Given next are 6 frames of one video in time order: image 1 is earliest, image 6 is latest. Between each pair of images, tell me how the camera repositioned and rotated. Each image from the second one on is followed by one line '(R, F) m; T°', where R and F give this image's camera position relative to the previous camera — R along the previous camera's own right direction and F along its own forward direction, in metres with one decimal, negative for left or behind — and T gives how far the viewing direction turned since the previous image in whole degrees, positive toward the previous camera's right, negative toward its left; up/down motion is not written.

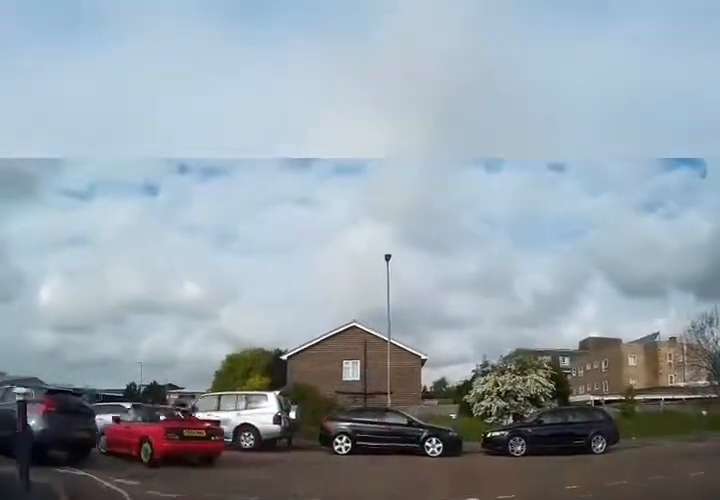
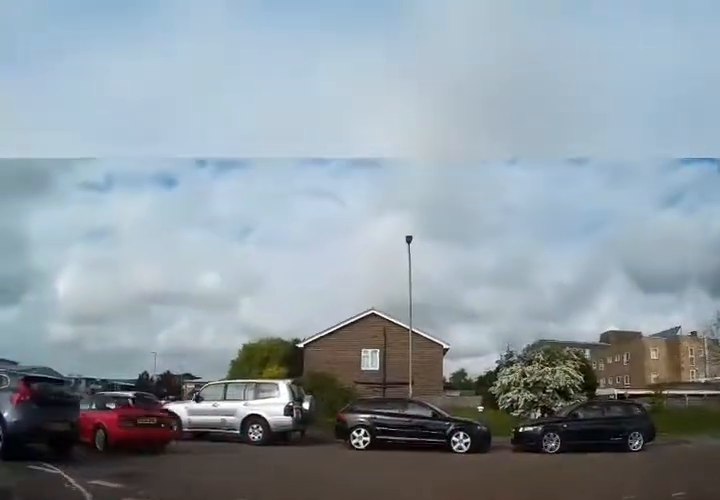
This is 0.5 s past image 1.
(-0.1, +1.2) m; -4°
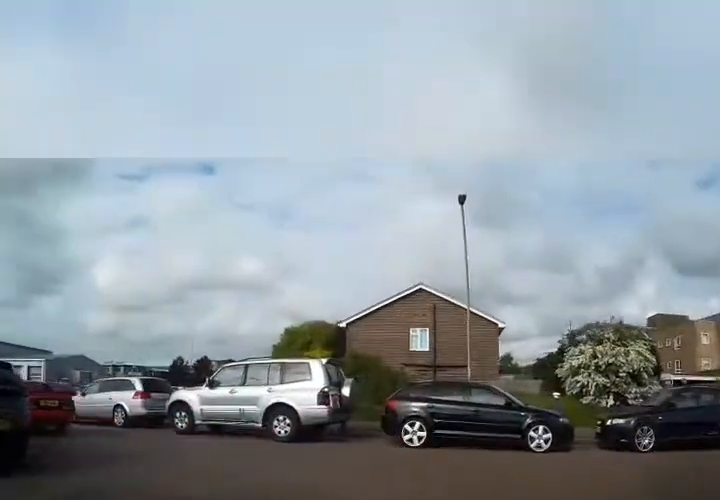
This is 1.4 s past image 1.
(-0.1, +2.6) m; -8°
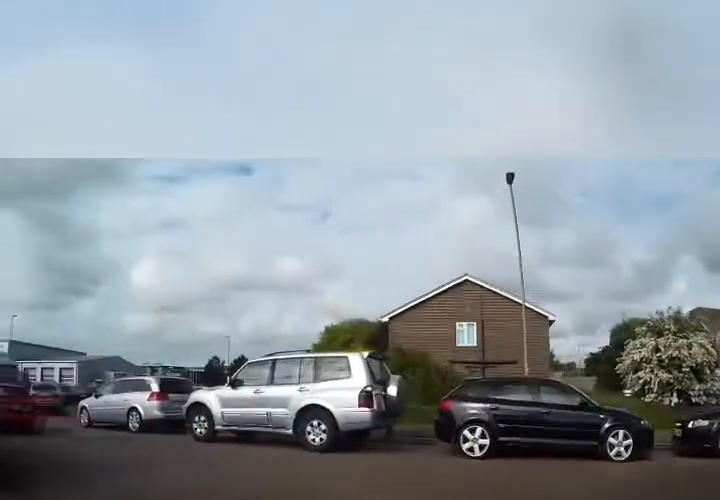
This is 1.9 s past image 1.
(0.0, +1.6) m; -8°
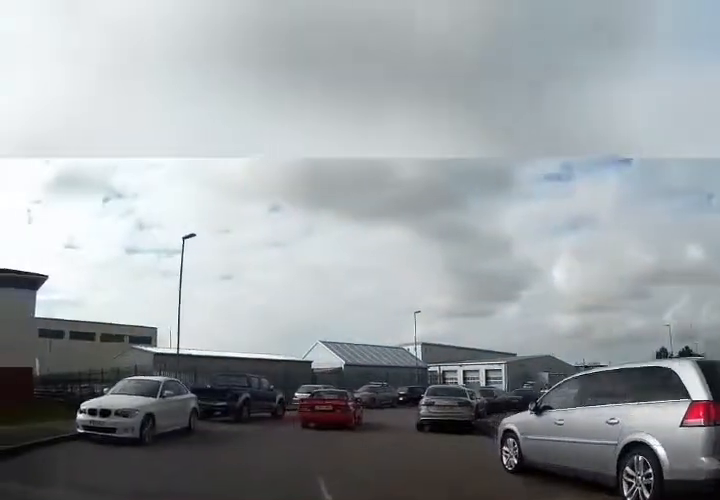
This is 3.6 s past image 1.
(-2.4, +6.0) m; -44°
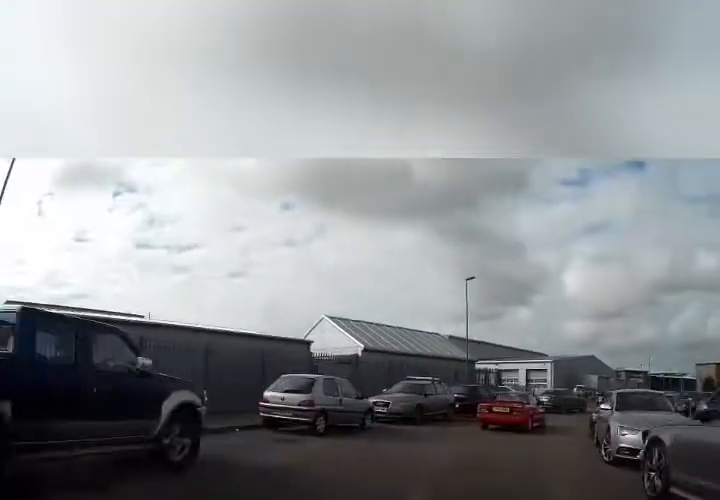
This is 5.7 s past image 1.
(-1.0, +11.9) m; -1°
